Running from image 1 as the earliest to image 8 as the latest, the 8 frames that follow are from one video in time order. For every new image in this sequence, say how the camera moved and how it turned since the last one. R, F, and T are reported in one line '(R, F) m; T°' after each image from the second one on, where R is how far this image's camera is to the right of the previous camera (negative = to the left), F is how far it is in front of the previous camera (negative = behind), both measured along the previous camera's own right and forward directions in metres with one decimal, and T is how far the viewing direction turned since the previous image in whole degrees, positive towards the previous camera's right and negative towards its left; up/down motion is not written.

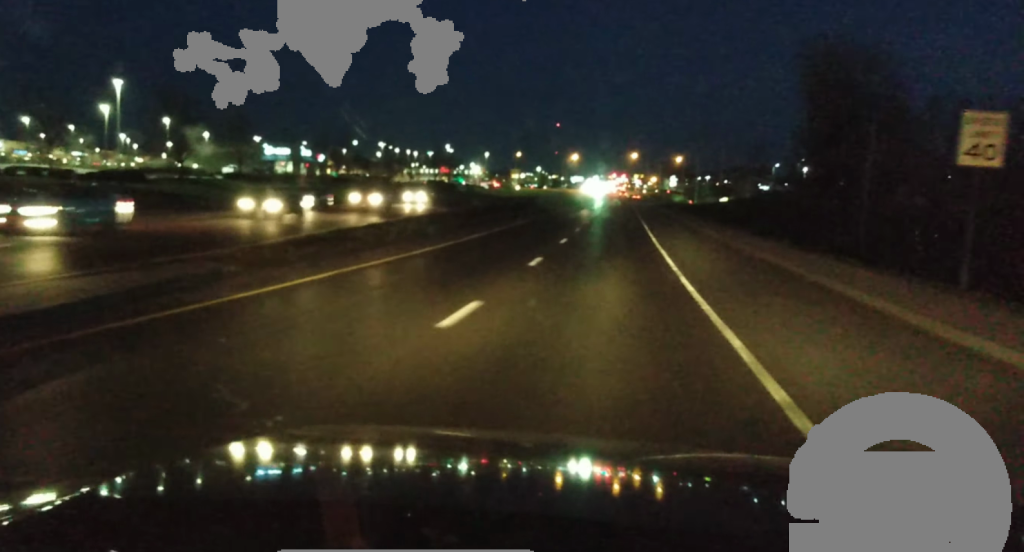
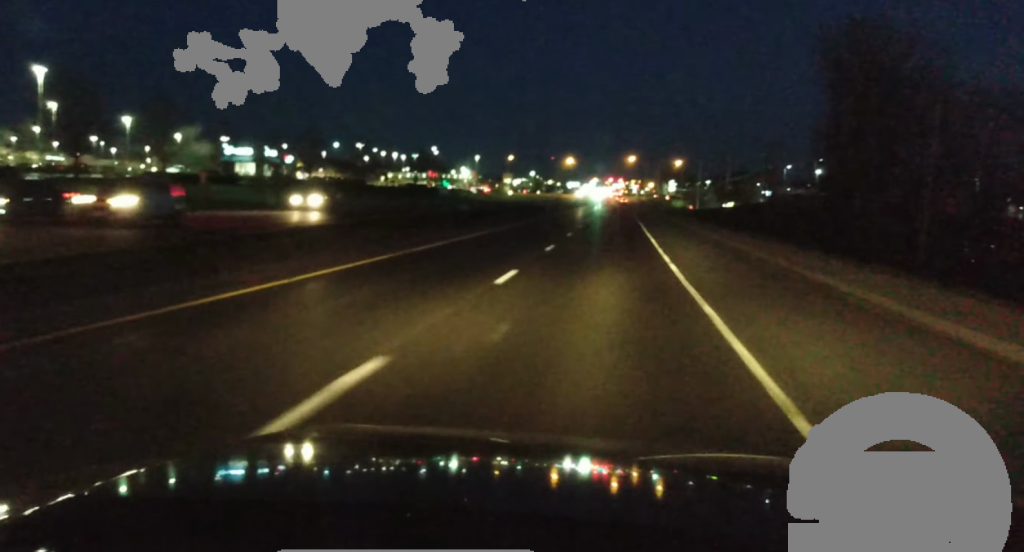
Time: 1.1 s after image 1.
(-0.1, +18.0) m; 0°
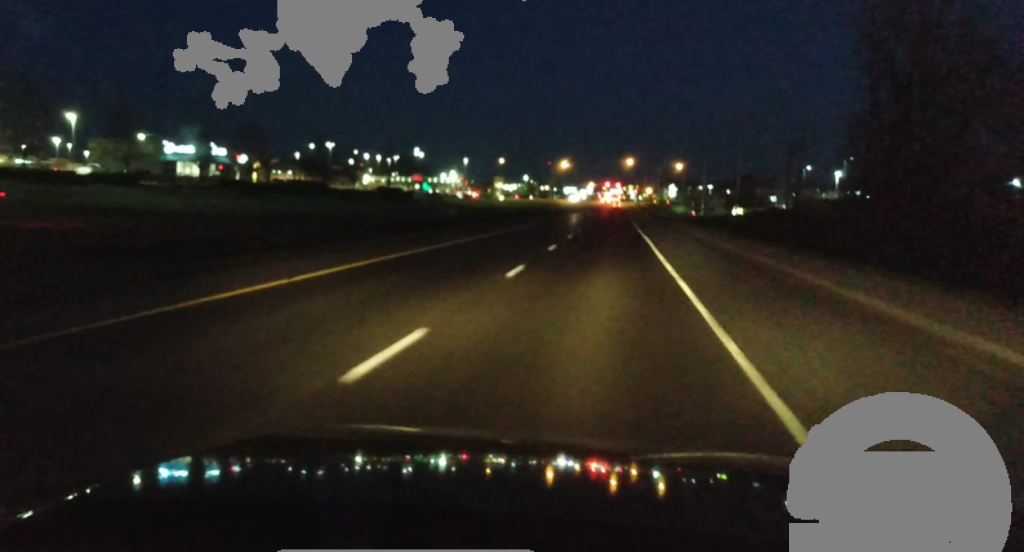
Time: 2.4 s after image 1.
(+0.1, +21.8) m; +1°
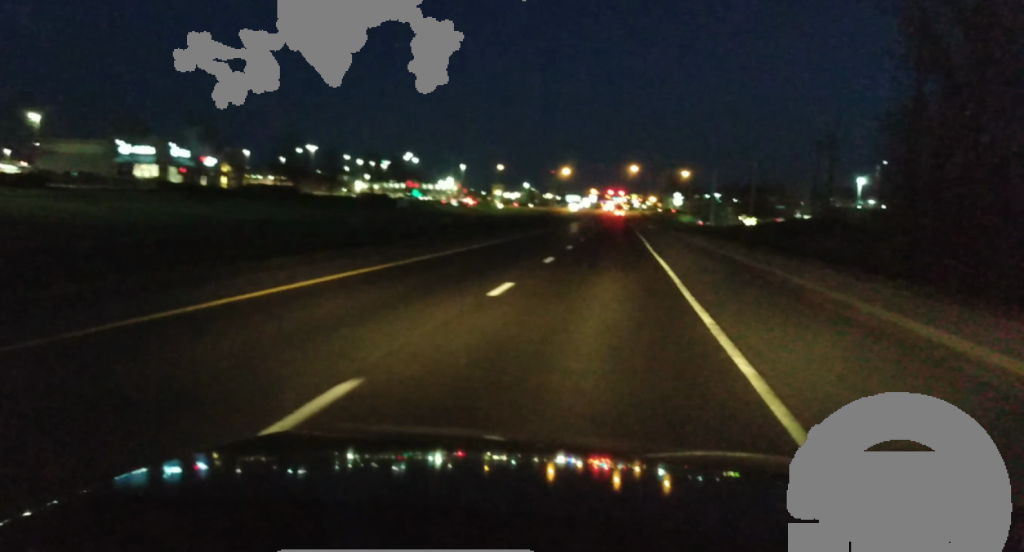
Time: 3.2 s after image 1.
(+0.1, +15.4) m; 0°
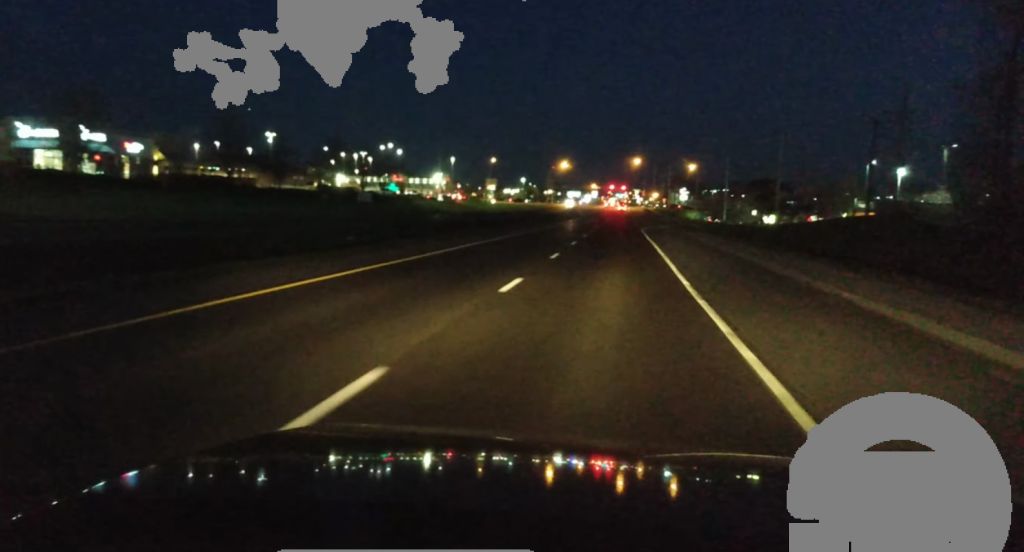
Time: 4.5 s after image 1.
(-0.1, +23.8) m; 0°
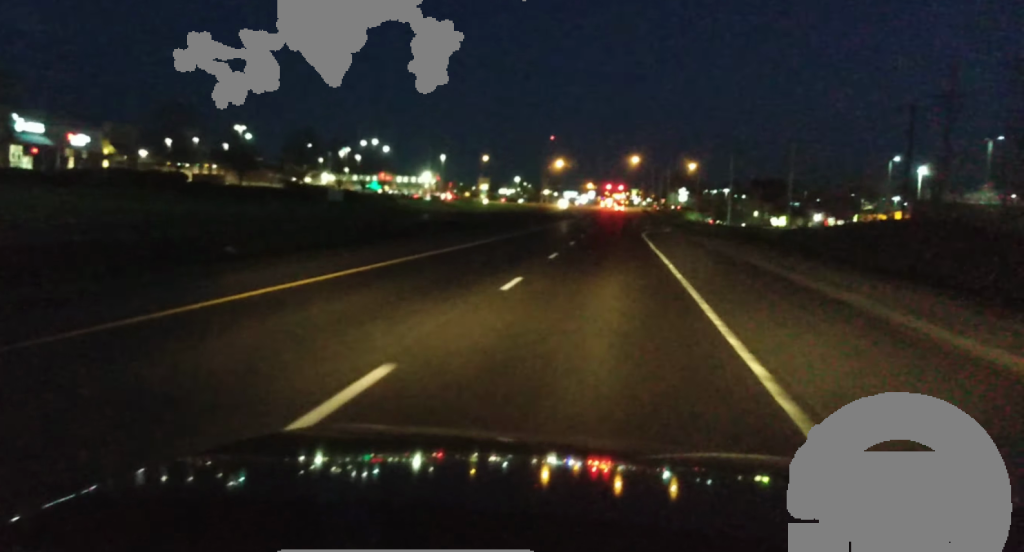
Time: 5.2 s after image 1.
(+0.1, +11.9) m; 0°
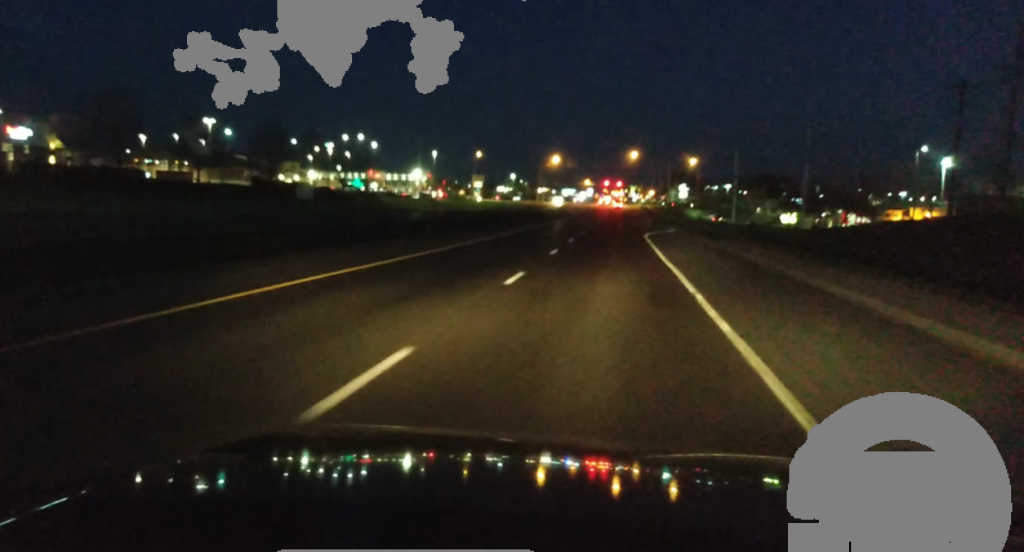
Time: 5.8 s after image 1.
(+0.1, +11.3) m; 0°
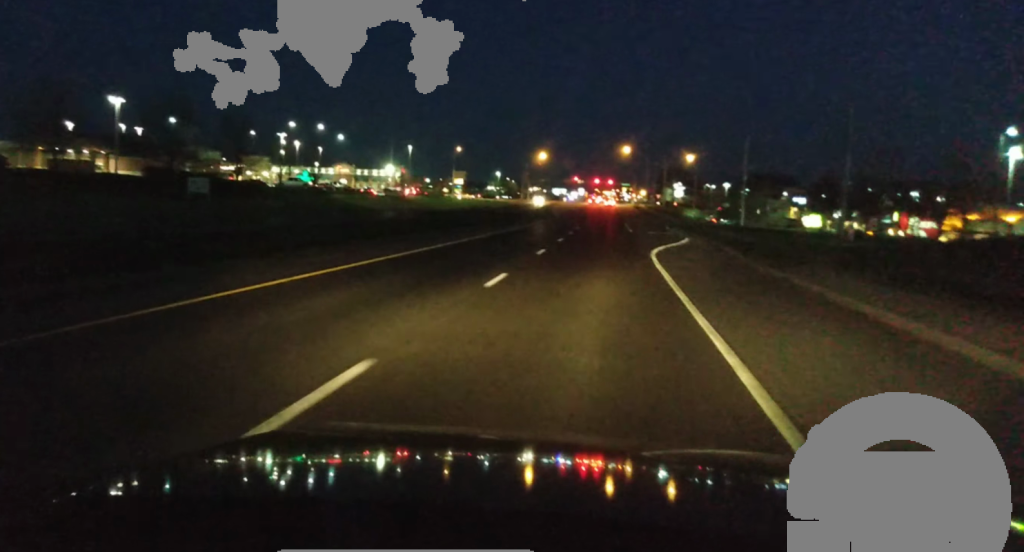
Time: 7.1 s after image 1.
(-0.6, +25.8) m; -2°
